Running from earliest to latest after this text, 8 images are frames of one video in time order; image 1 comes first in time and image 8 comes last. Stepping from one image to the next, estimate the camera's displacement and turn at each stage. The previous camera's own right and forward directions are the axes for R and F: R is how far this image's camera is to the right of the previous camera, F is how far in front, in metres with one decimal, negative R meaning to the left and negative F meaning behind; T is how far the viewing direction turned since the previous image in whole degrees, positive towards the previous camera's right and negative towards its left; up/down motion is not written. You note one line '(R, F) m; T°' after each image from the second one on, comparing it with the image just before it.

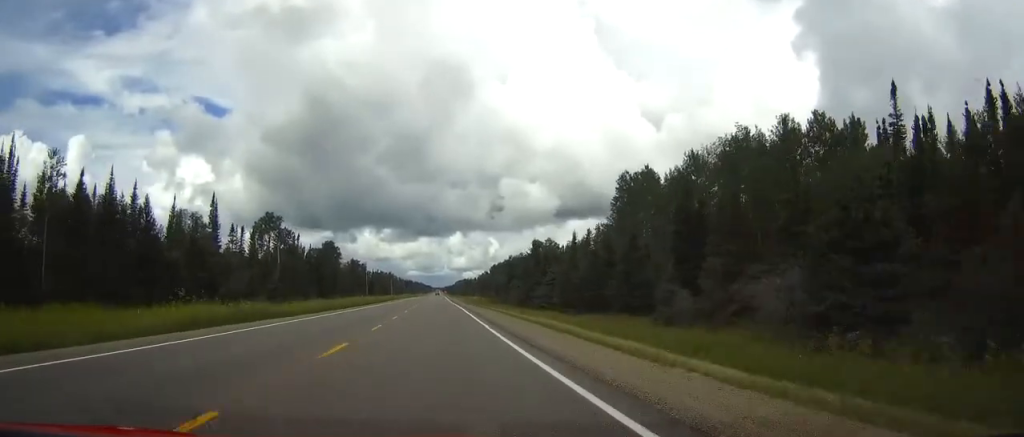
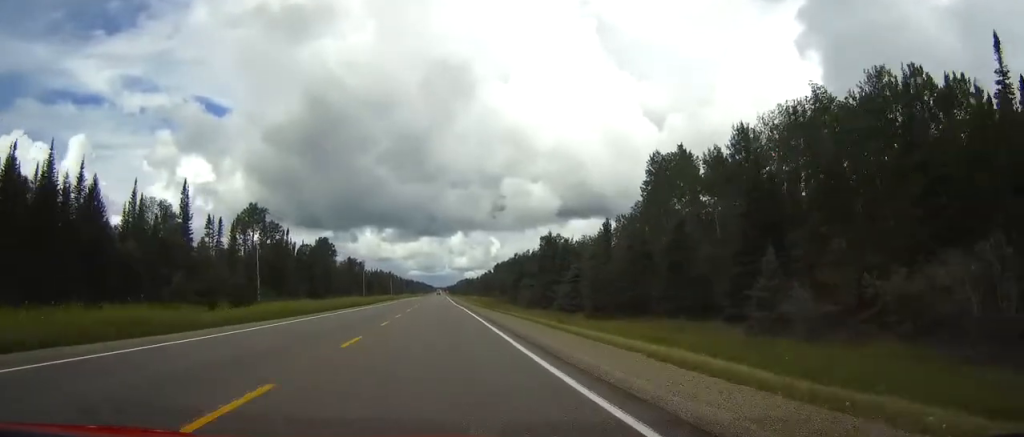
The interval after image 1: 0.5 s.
(0.0, +15.4) m; 0°
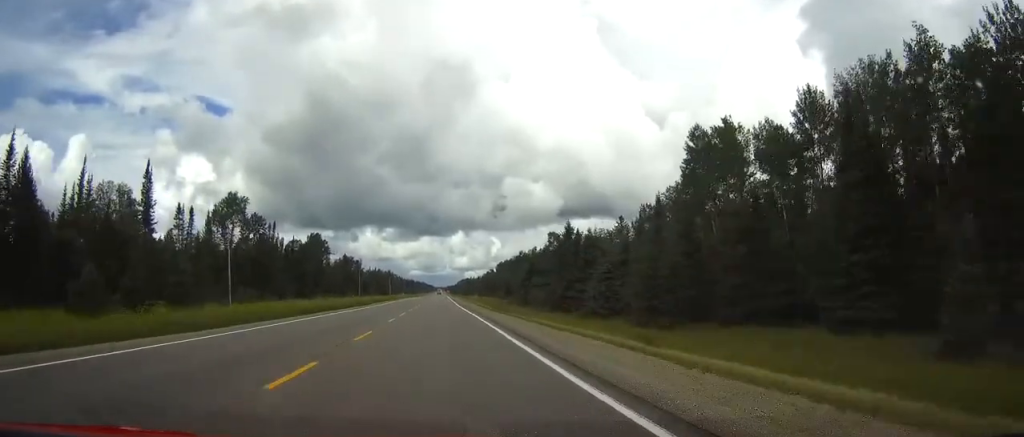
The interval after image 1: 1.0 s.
(0.0, +15.3) m; 0°
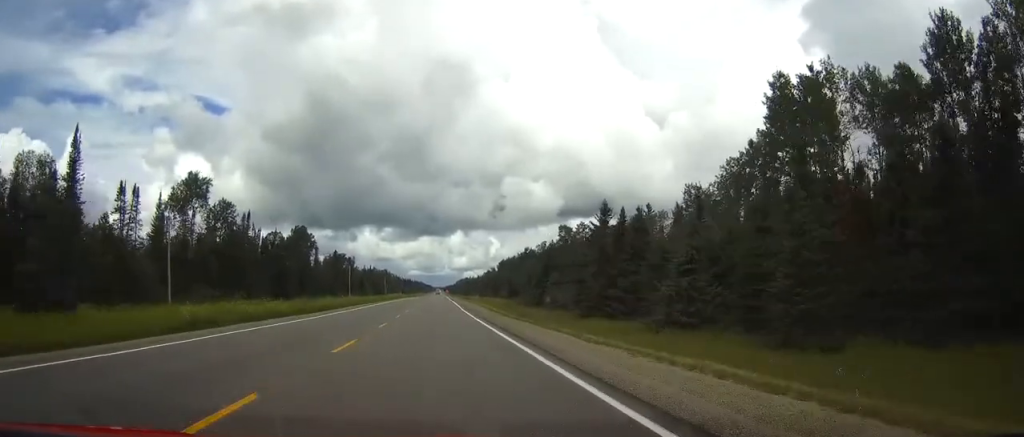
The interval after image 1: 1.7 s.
(0.0, +21.4) m; 0°
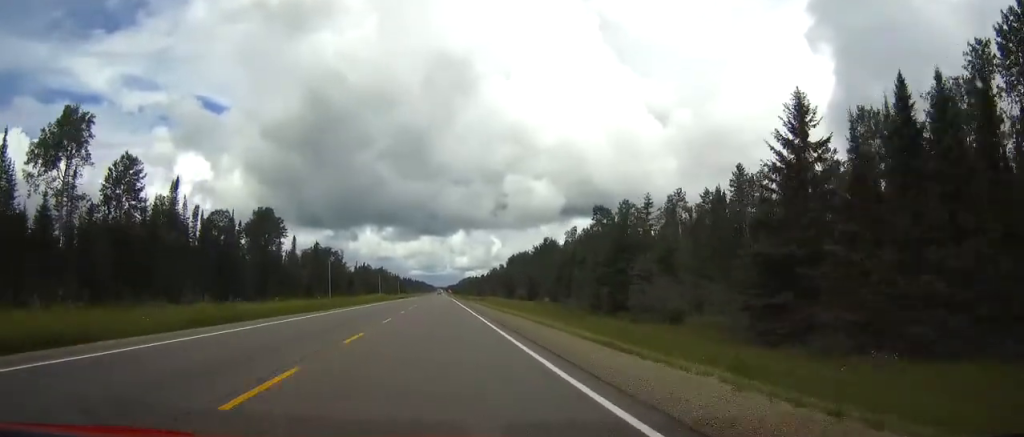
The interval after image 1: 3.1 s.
(+0.2, +41.6) m; 0°
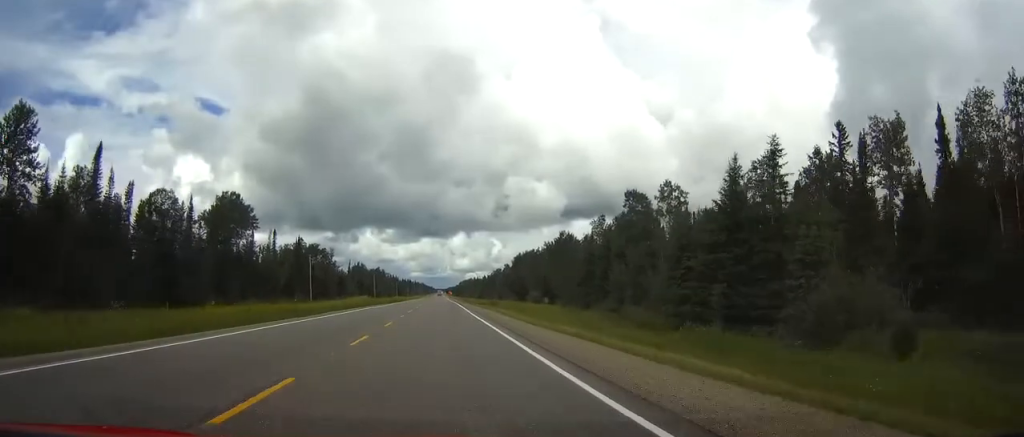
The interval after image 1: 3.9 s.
(0.0, +26.3) m; 0°
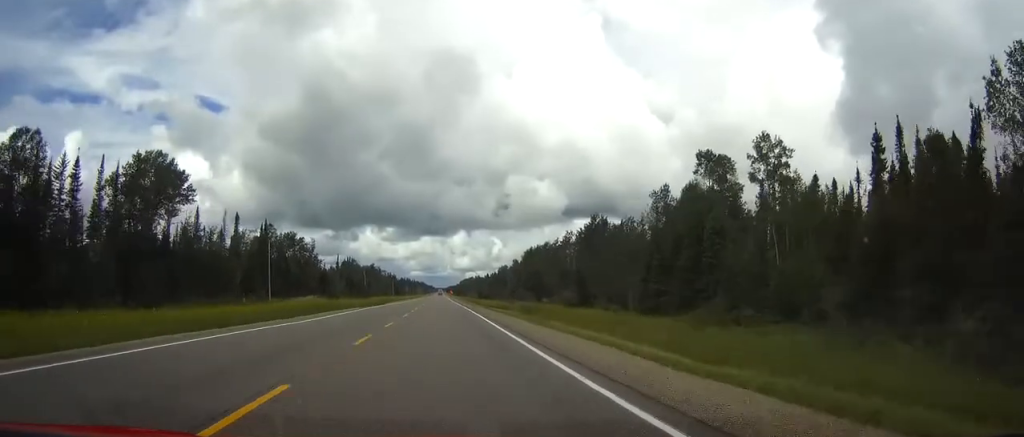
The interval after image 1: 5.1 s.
(0.0, +36.3) m; 0°
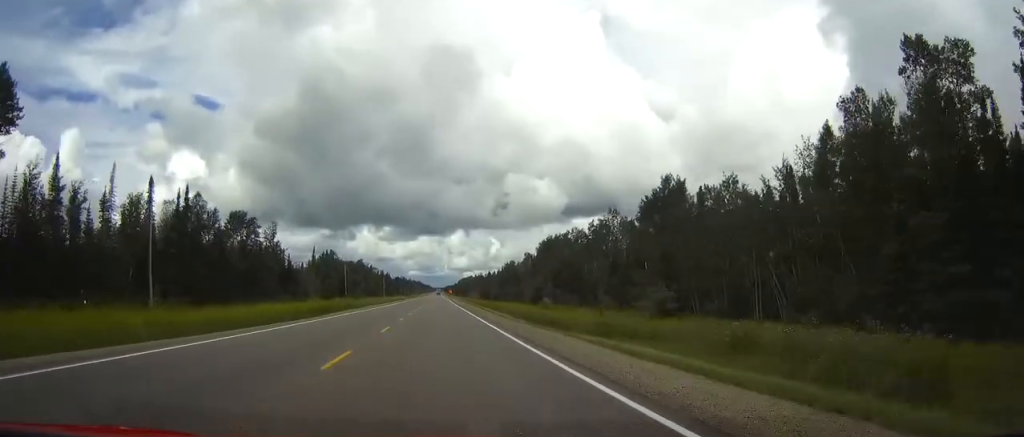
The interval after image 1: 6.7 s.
(-0.3, +47.2) m; 0°
